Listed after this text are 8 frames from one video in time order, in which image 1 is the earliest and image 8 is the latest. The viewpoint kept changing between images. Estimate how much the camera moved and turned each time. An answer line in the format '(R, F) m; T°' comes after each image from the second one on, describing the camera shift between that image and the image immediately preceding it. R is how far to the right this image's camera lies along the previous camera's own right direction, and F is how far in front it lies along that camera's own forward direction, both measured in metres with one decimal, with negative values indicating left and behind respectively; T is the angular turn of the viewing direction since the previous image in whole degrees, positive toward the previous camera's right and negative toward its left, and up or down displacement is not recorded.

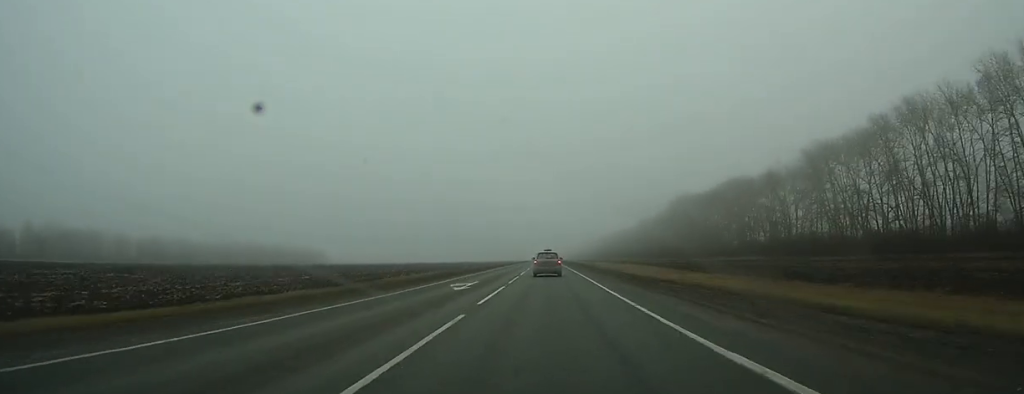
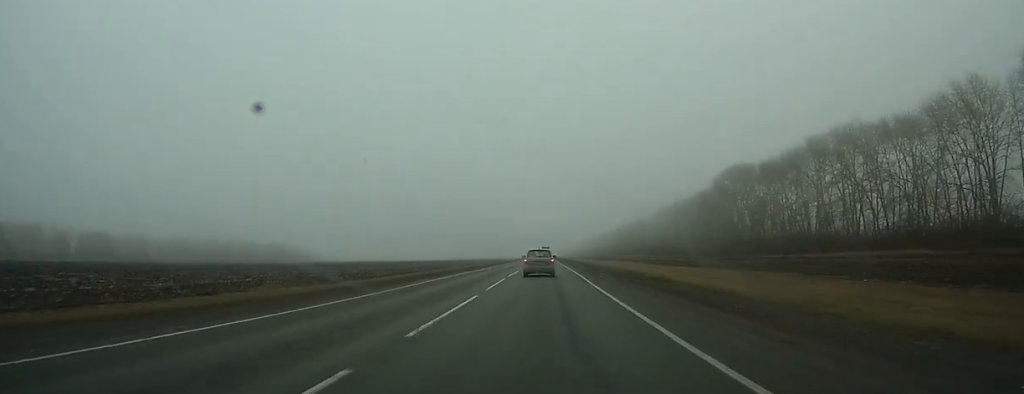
(-0.2, +65.5) m; 0°
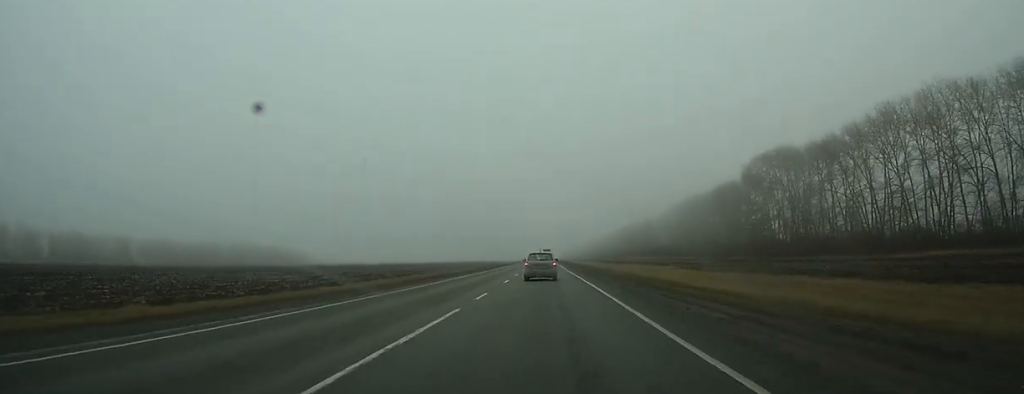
(0.0, +27.8) m; 0°
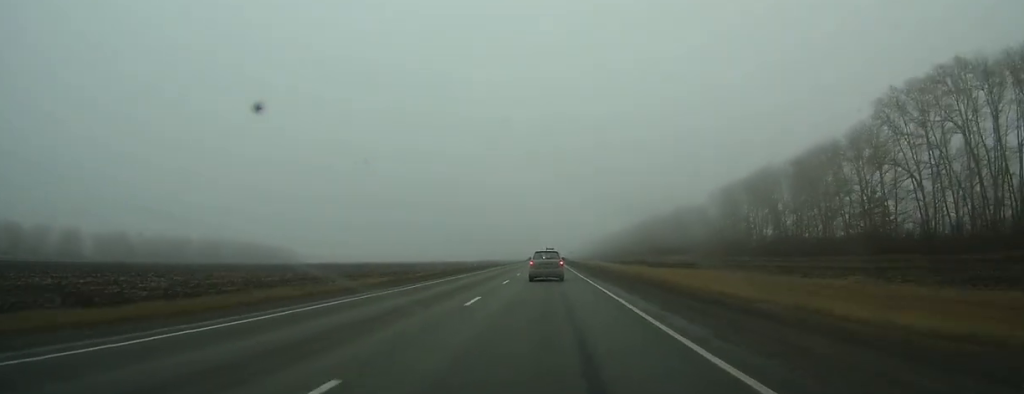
(+0.3, +62.7) m; 0°
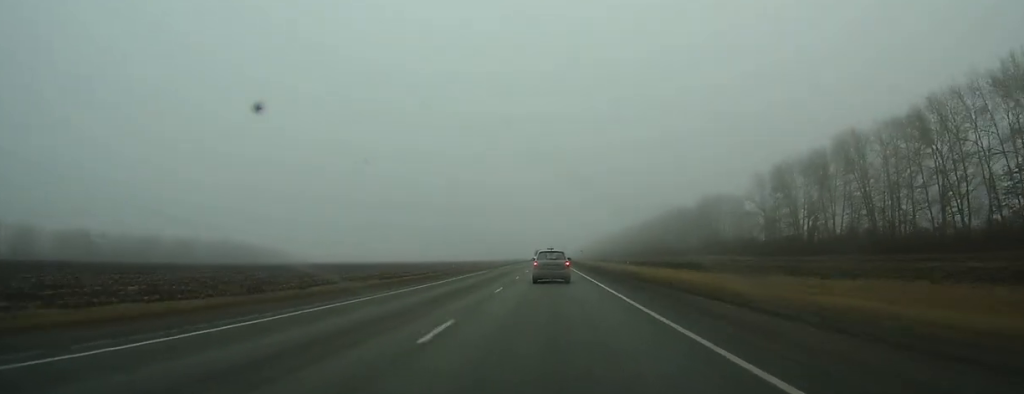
(-0.1, +42.1) m; 0°
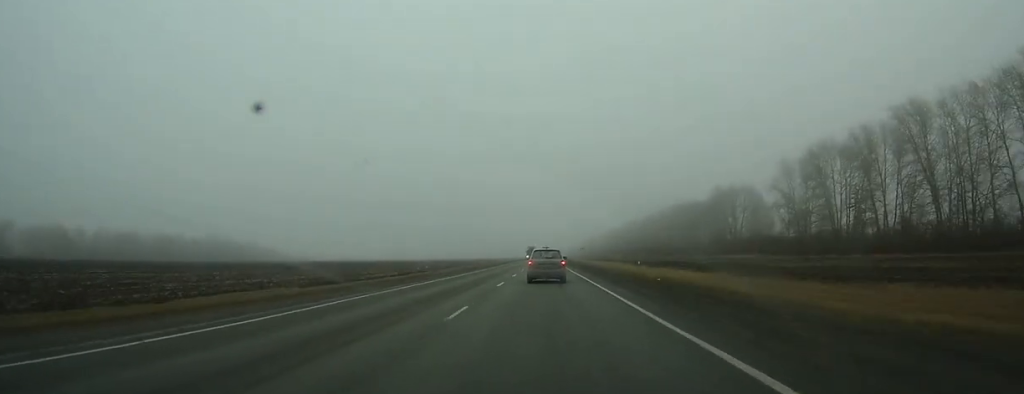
(+0.1, +20.8) m; 0°
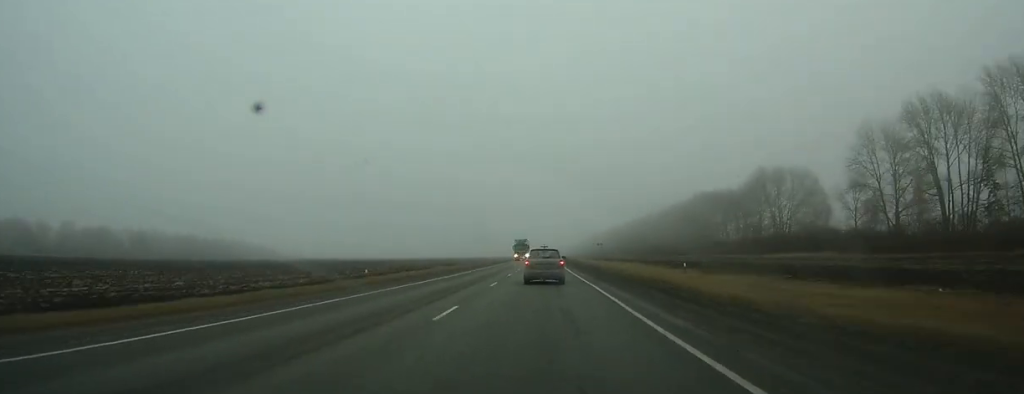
(+0.1, +35.5) m; 0°
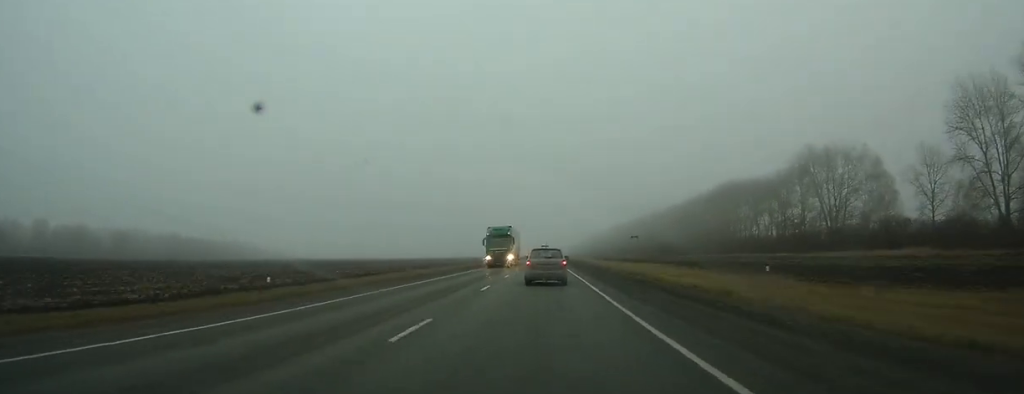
(0.0, +26.3) m; 0°
